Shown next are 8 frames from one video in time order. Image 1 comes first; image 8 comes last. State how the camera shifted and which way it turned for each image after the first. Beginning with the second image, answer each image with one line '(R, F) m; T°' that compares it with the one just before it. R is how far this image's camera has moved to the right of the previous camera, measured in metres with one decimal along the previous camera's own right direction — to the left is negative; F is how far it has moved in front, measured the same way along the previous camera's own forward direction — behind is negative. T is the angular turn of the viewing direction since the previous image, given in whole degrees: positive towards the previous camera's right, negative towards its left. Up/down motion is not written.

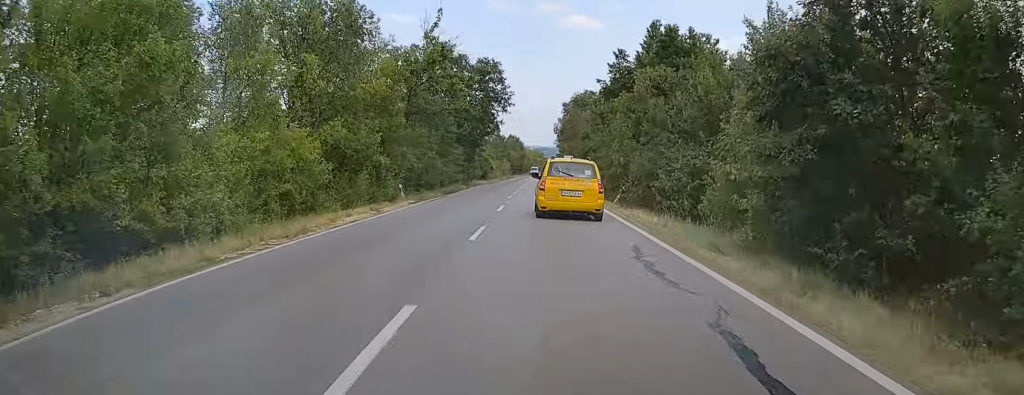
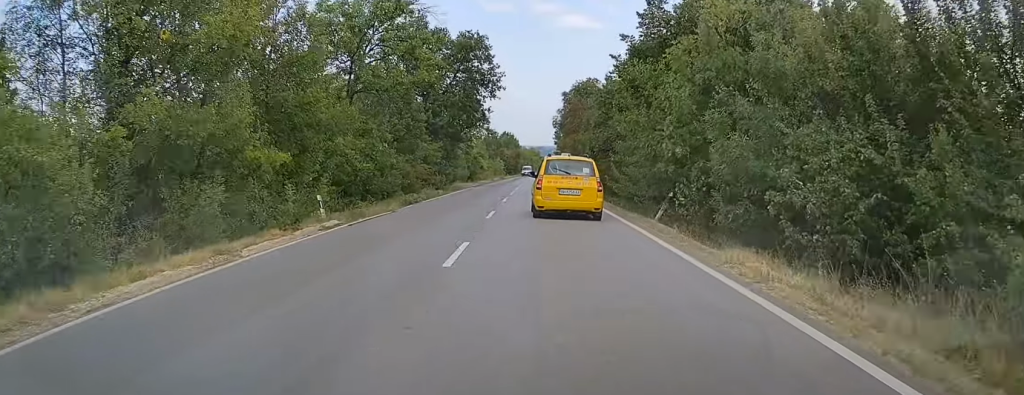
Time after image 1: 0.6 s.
(+0.1, +12.6) m; +1°
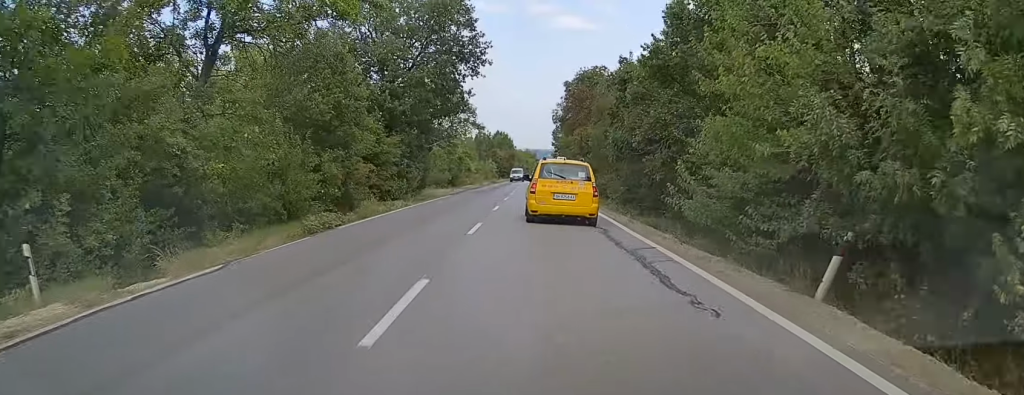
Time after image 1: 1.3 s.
(0.0, +13.2) m; +1°
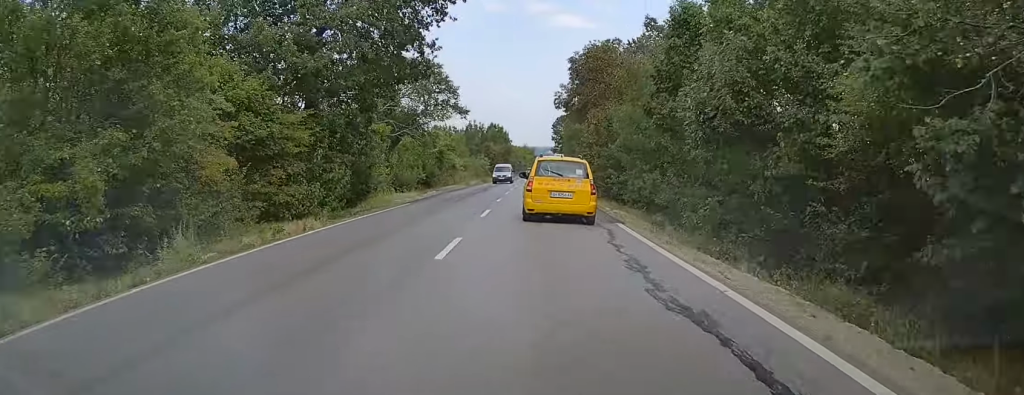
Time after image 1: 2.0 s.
(+0.3, +13.6) m; 0°
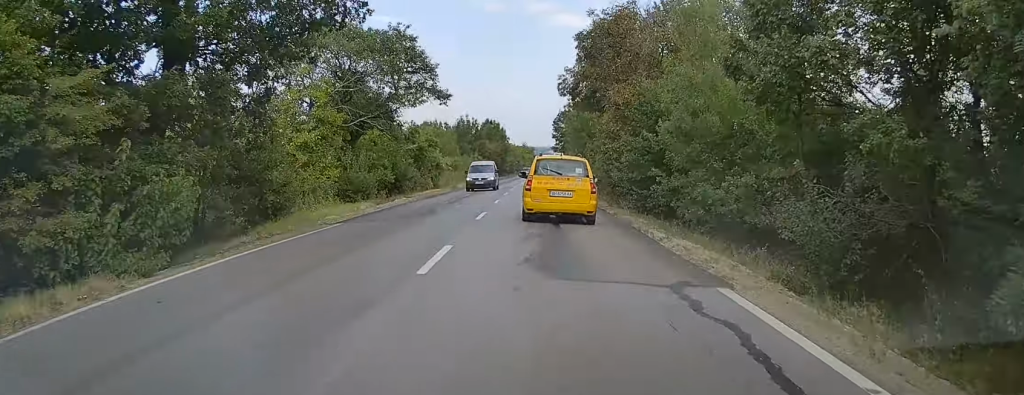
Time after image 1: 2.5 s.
(0.0, +10.2) m; 0°
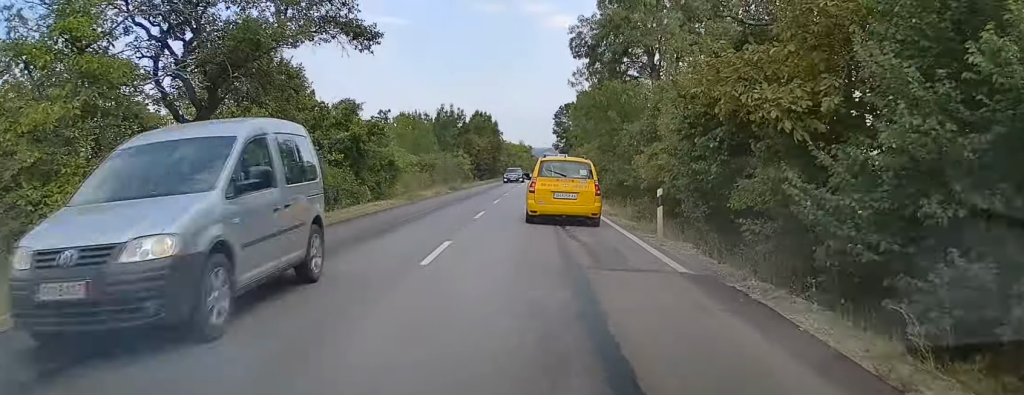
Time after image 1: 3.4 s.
(-0.2, +17.1) m; 0°
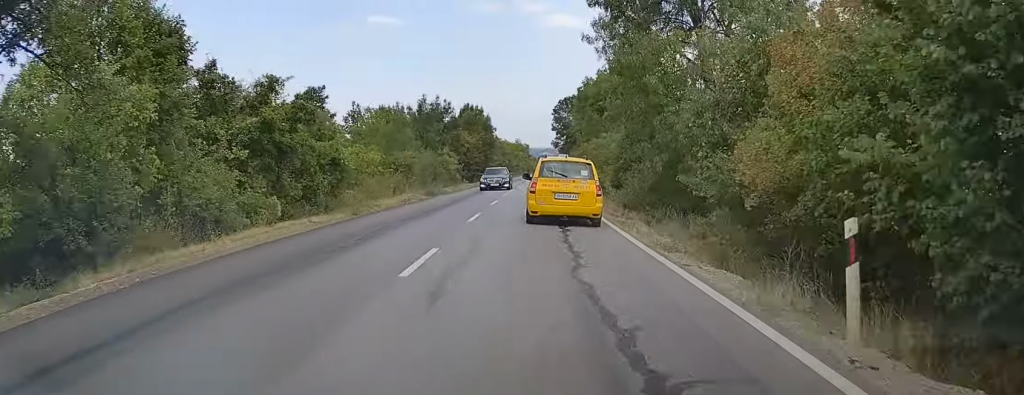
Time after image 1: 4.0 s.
(+0.2, +10.2) m; 0°
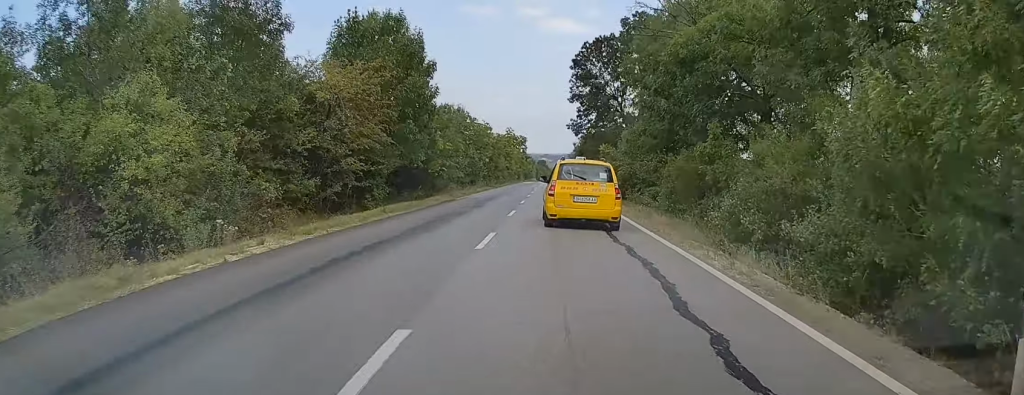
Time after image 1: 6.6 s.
(+0.2, +51.6) m; 0°
